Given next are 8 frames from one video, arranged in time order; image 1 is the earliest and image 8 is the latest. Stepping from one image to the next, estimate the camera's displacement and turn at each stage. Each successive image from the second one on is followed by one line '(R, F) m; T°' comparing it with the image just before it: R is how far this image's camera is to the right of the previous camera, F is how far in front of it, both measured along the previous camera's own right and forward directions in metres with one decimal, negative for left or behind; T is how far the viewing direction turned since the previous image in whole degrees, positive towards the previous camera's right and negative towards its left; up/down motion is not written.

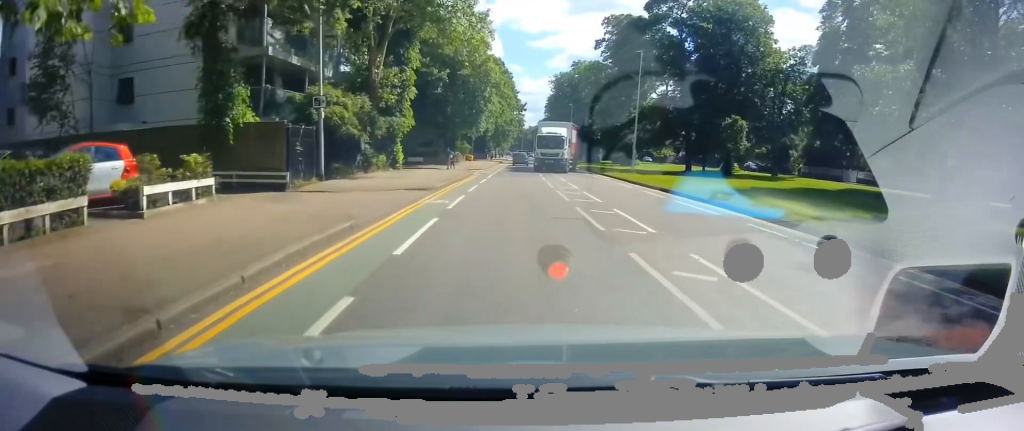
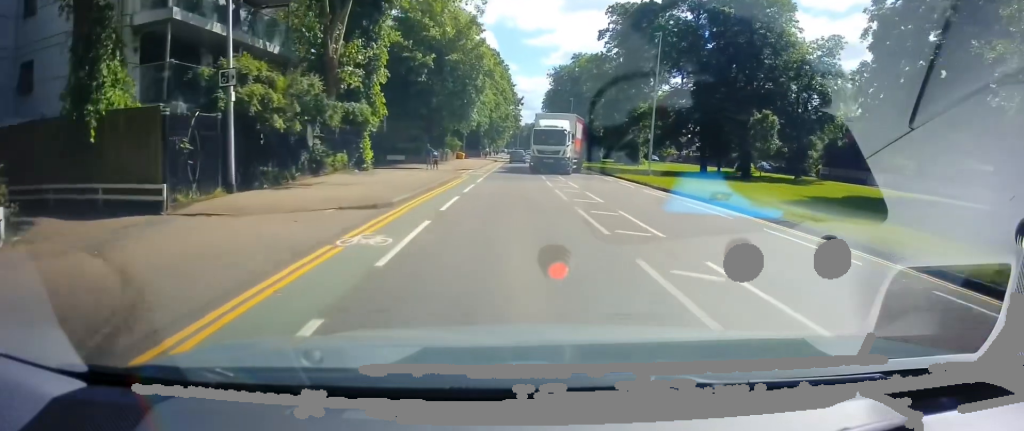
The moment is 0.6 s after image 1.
(+0.1, +6.6) m; 0°
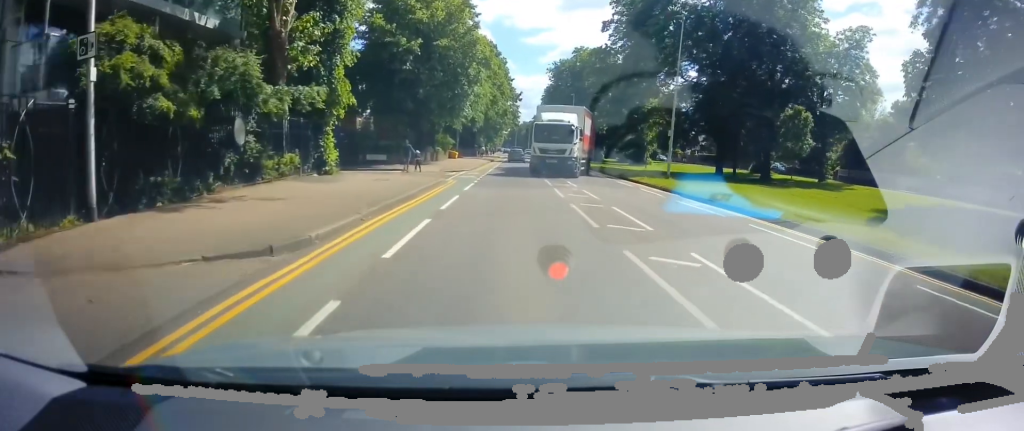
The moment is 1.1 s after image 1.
(+0.1, +5.8) m; 0°
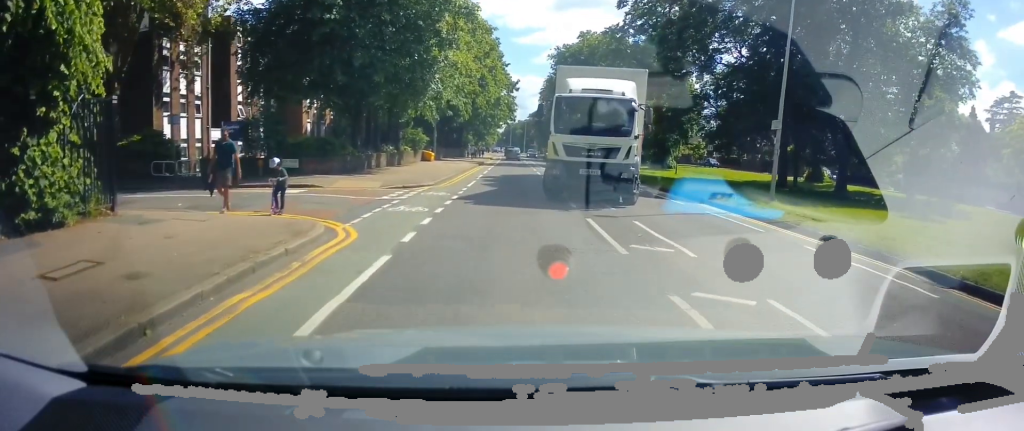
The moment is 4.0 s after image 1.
(-1.2, +17.9) m; +1°
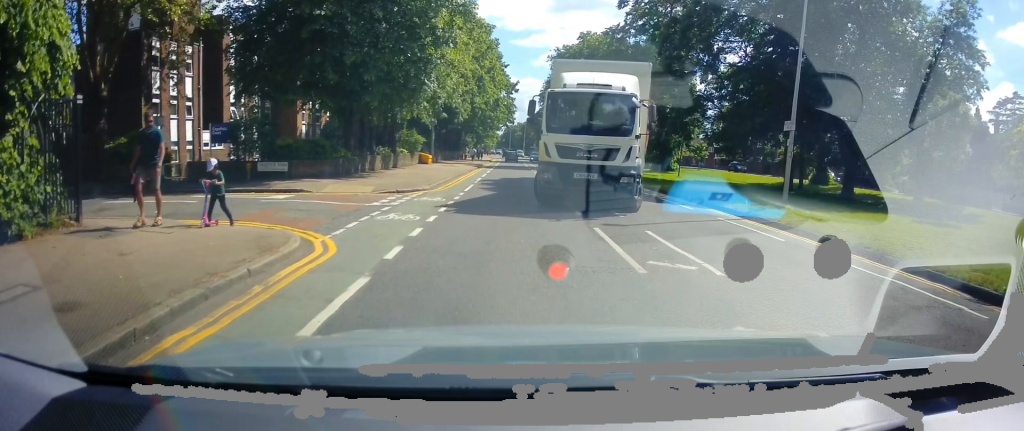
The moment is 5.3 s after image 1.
(+0.3, +1.9) m; +1°
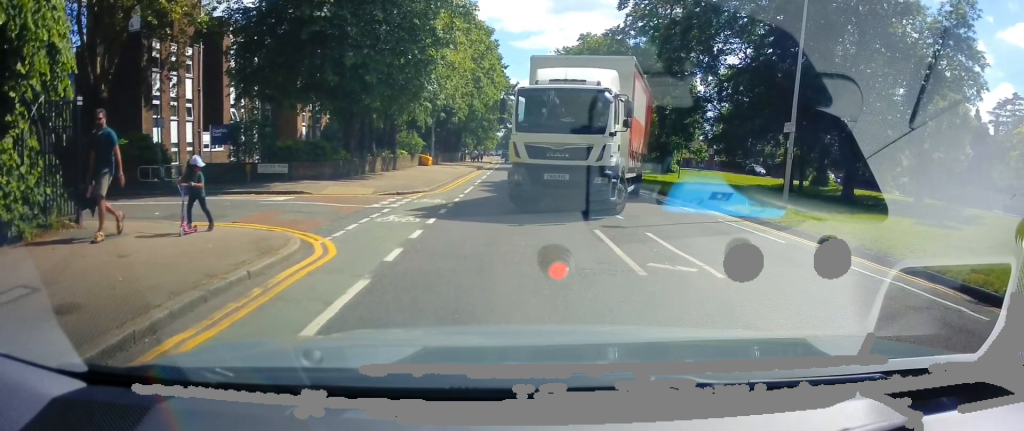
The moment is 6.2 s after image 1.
(0.0, +0.4) m; 0°
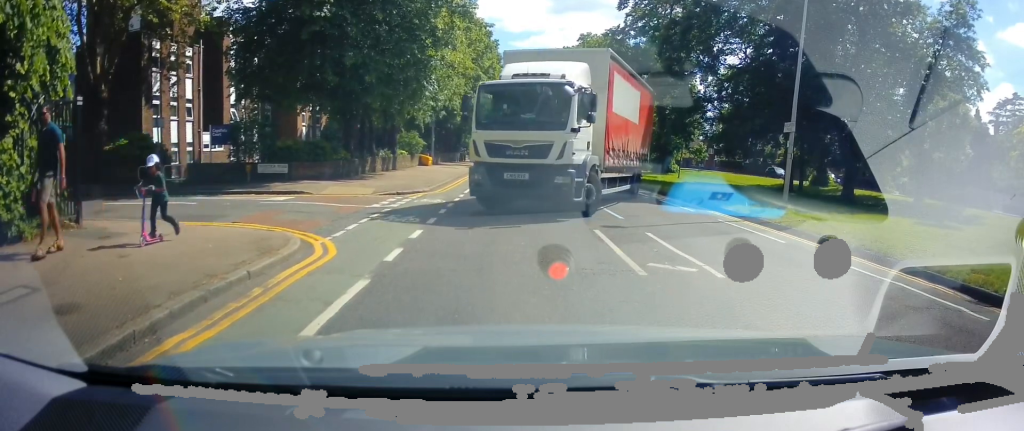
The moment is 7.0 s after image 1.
(0.0, 0.0) m; 0°
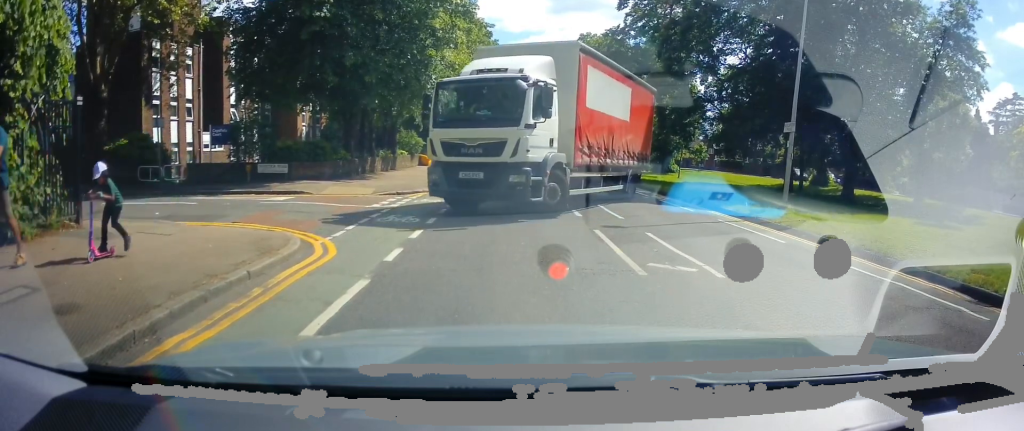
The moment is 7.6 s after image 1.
(0.0, 0.0) m; 0°
